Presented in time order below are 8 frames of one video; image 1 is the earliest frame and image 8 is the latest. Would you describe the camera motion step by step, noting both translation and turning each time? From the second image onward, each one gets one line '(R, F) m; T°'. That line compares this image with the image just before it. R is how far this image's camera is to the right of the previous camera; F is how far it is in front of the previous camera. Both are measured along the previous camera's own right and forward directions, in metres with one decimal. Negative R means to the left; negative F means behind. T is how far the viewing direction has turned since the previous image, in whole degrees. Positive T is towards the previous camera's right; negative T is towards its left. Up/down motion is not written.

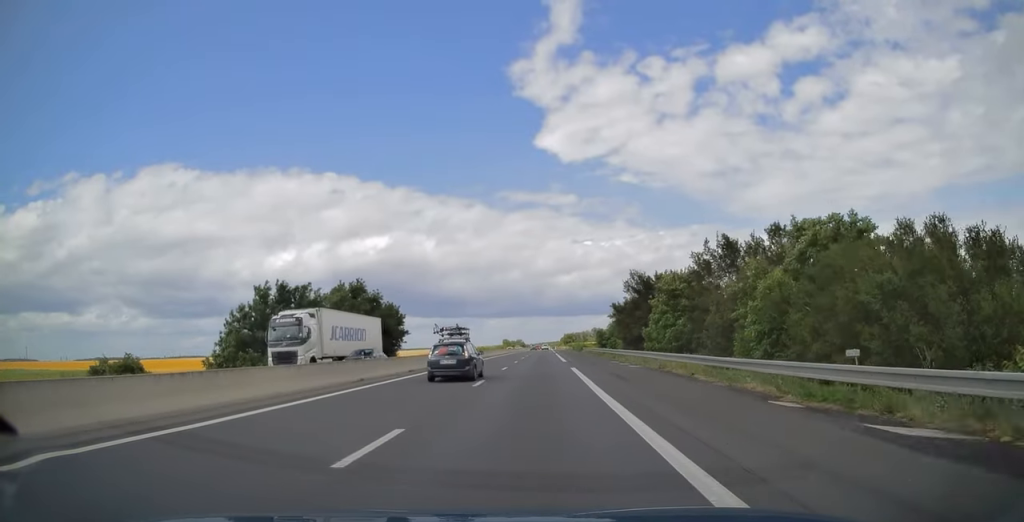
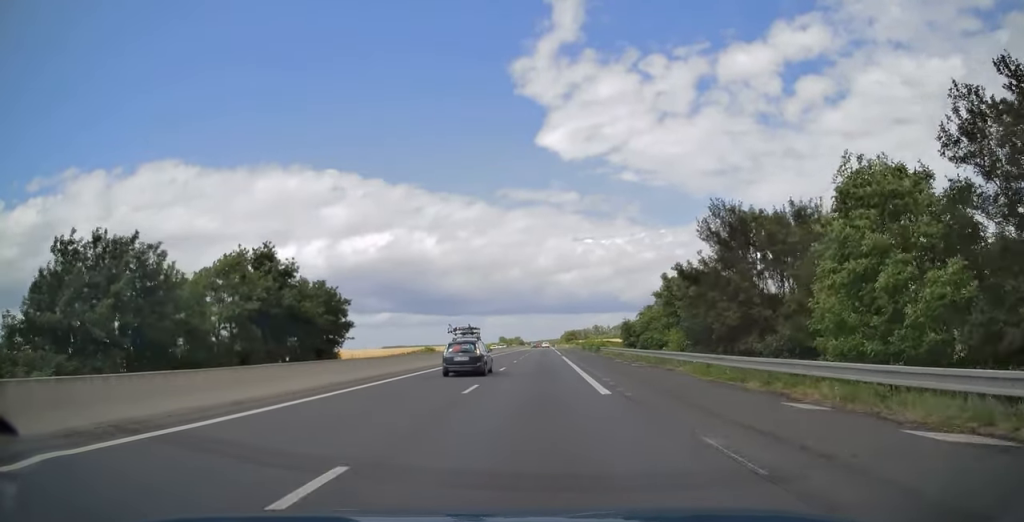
(0.0, +28.4) m; 0°
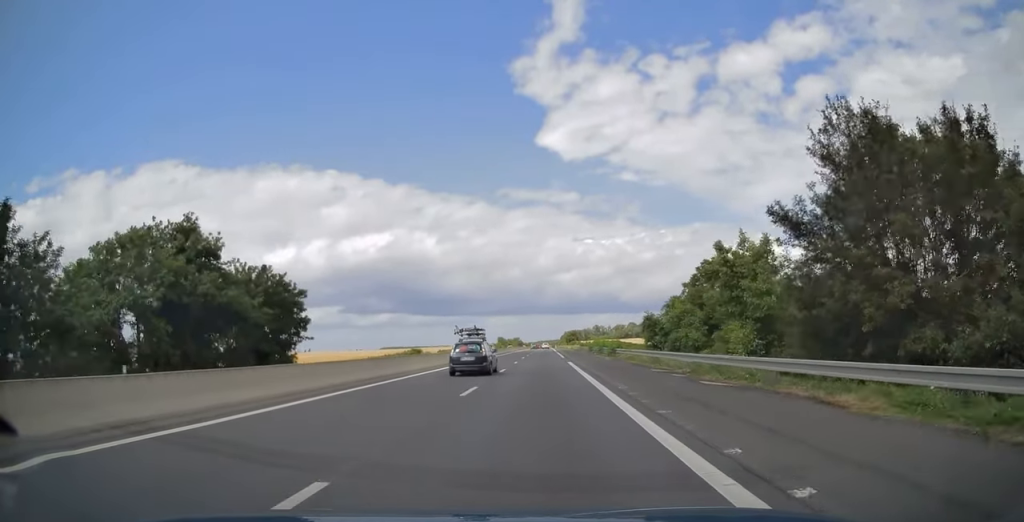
(0.0, +13.2) m; 0°
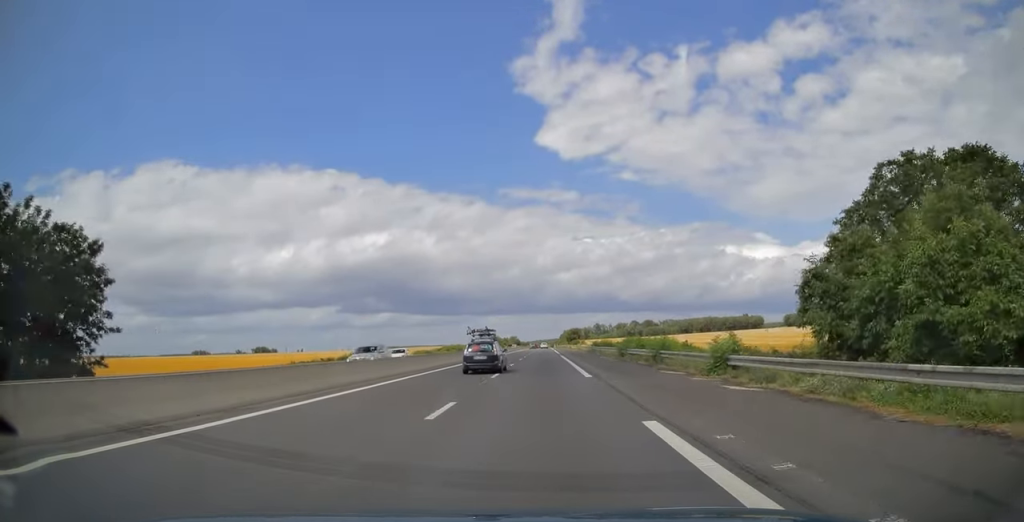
(0.0, +29.9) m; 0°
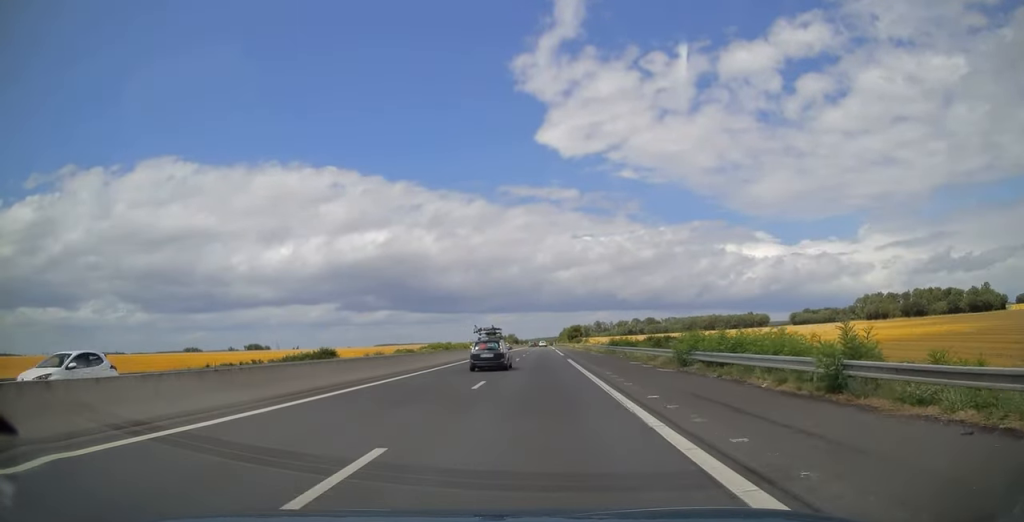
(0.0, +18.9) m; 0°
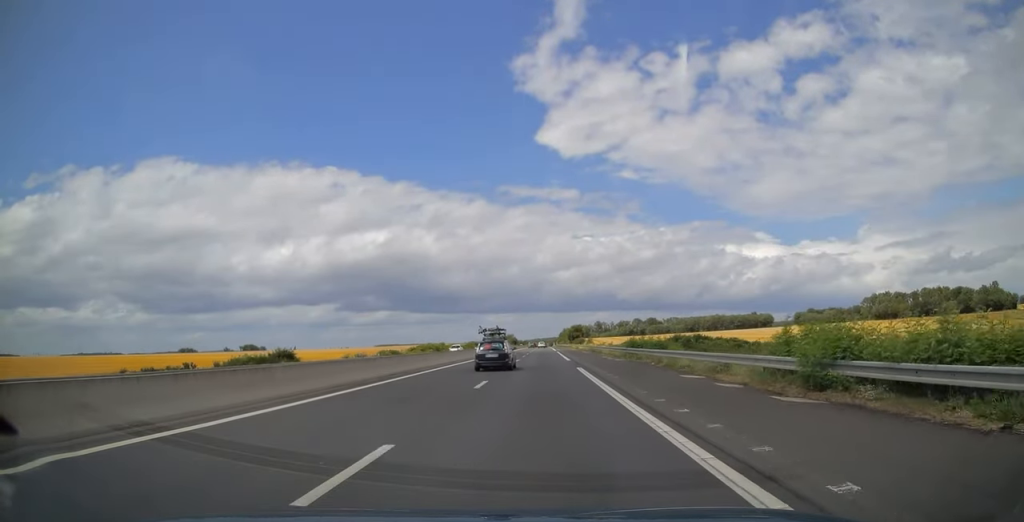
(0.0, +12.4) m; 0°
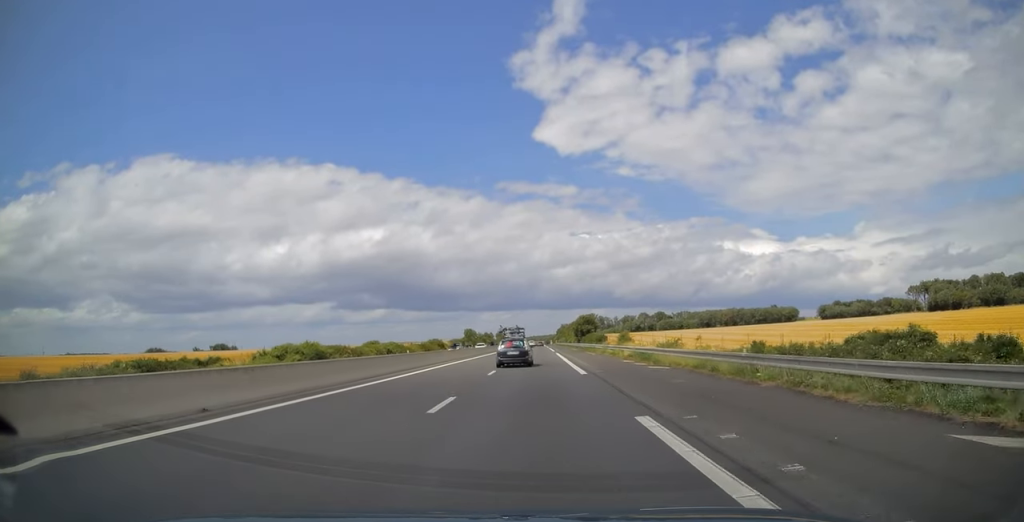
(+0.2, +71.0) m; 0°
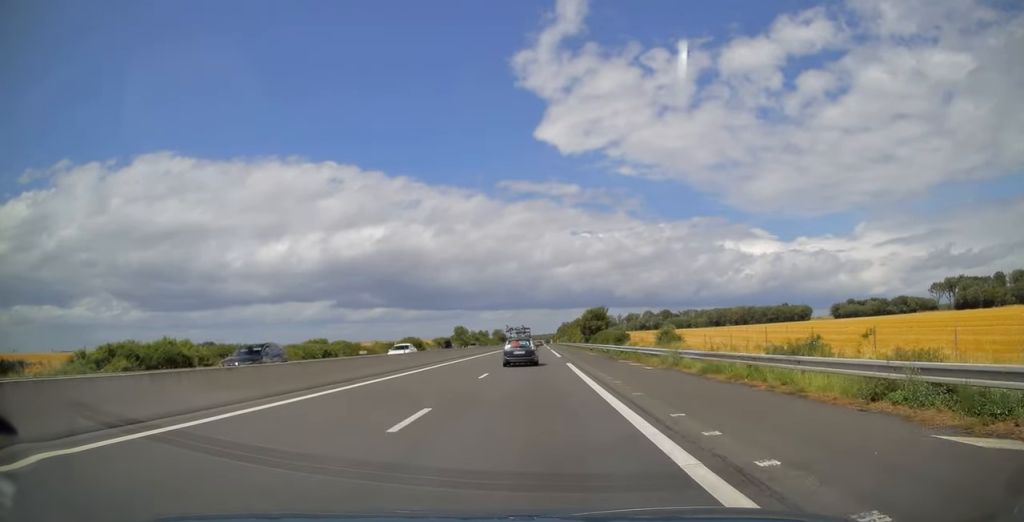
(0.0, +28.2) m; 0°
